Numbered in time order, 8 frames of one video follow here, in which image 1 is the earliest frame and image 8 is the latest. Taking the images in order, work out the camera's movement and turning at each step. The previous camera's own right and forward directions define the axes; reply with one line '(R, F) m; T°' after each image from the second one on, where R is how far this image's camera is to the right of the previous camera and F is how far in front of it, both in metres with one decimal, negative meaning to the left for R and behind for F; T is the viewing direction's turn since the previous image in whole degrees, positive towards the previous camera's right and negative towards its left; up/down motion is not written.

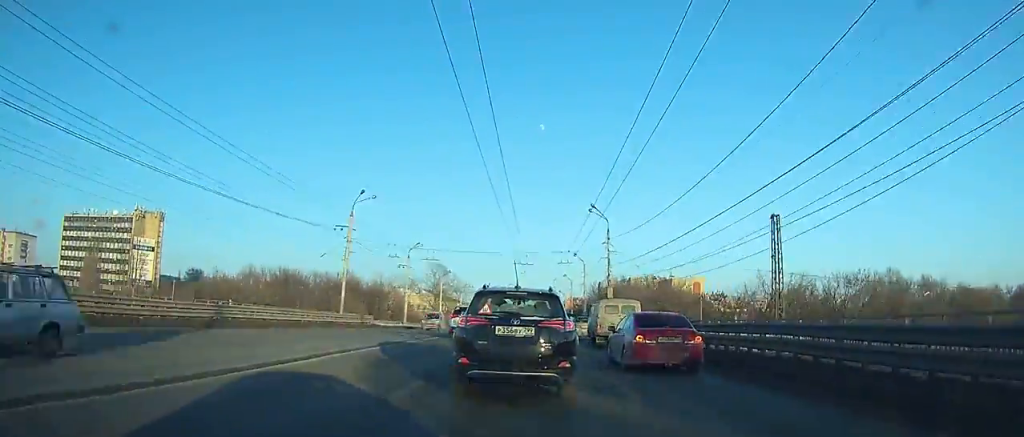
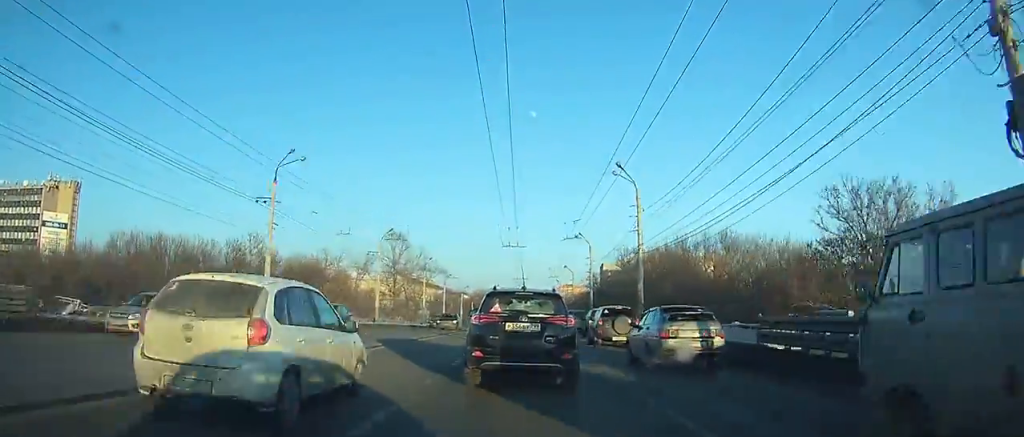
(-0.2, +43.7) m; 0°
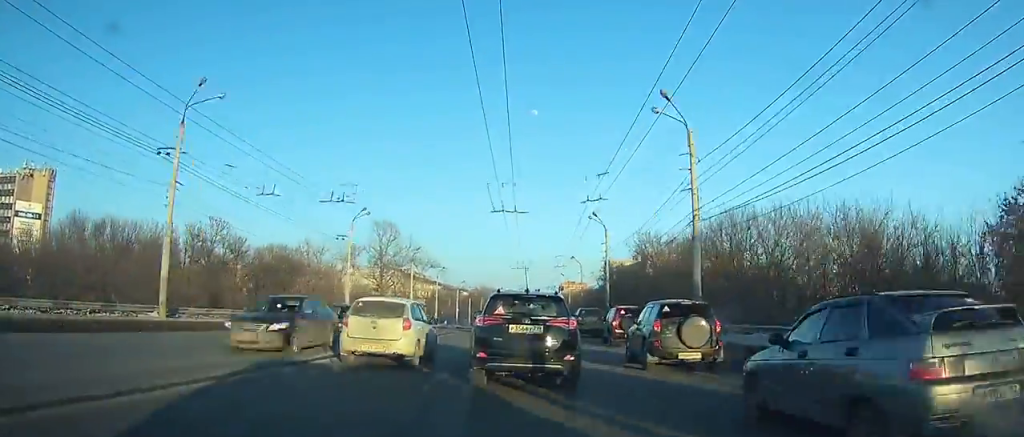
(0.0, +12.2) m; 0°
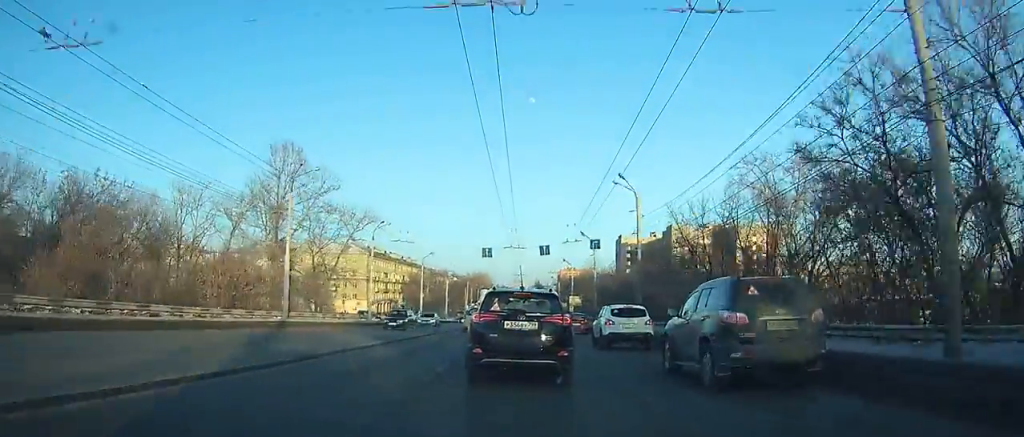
(+0.3, +45.3) m; 0°
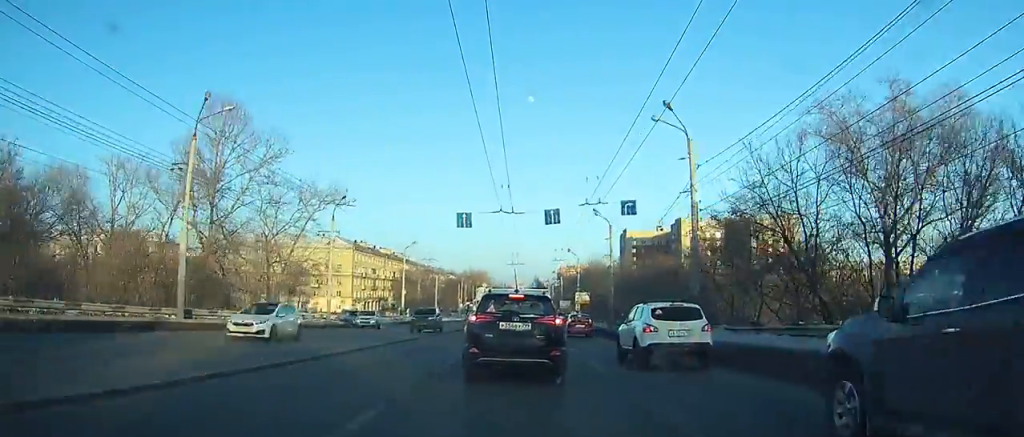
(0.0, +14.5) m; 0°
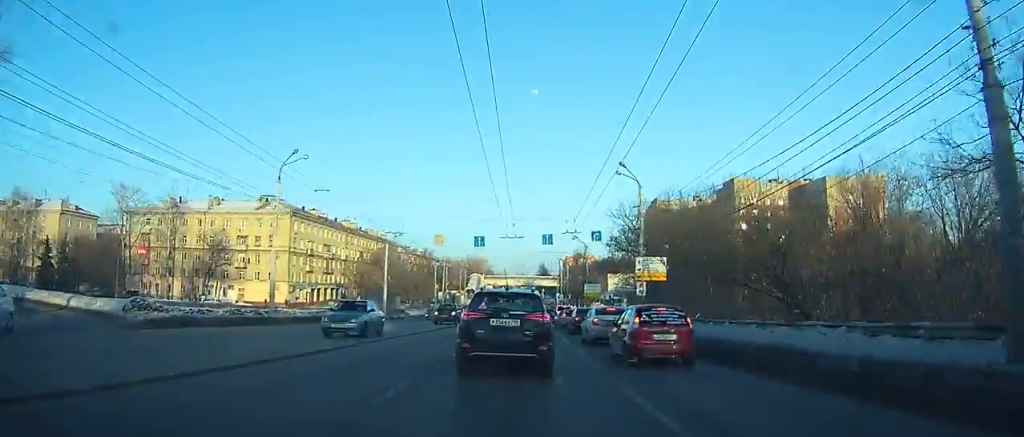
(-0.2, +43.9) m; 0°
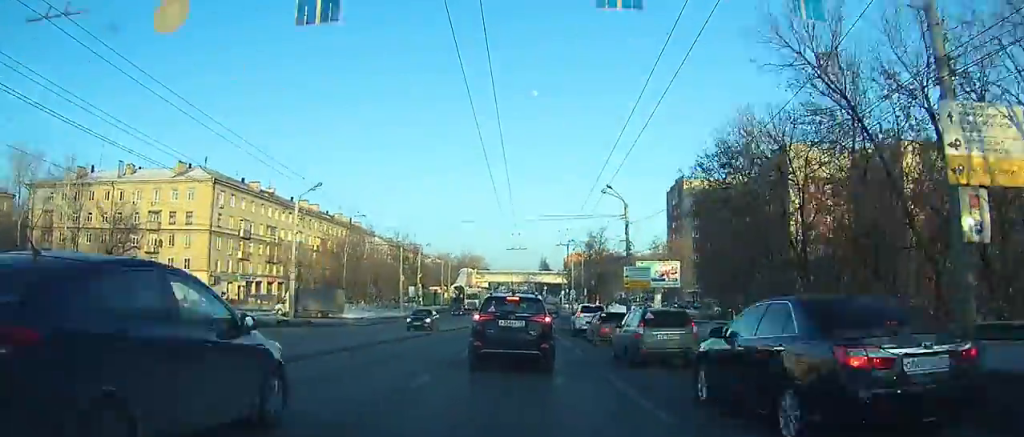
(-0.1, +29.6) m; 0°
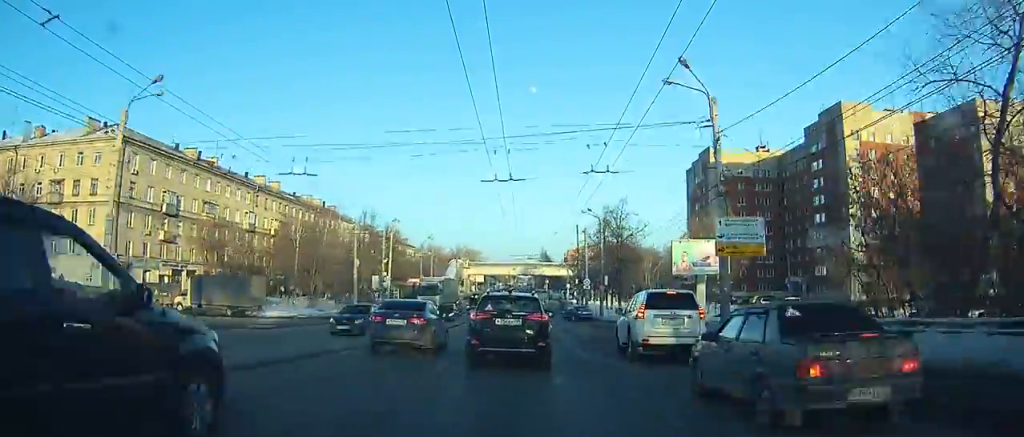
(0.0, +21.7) m; 0°
